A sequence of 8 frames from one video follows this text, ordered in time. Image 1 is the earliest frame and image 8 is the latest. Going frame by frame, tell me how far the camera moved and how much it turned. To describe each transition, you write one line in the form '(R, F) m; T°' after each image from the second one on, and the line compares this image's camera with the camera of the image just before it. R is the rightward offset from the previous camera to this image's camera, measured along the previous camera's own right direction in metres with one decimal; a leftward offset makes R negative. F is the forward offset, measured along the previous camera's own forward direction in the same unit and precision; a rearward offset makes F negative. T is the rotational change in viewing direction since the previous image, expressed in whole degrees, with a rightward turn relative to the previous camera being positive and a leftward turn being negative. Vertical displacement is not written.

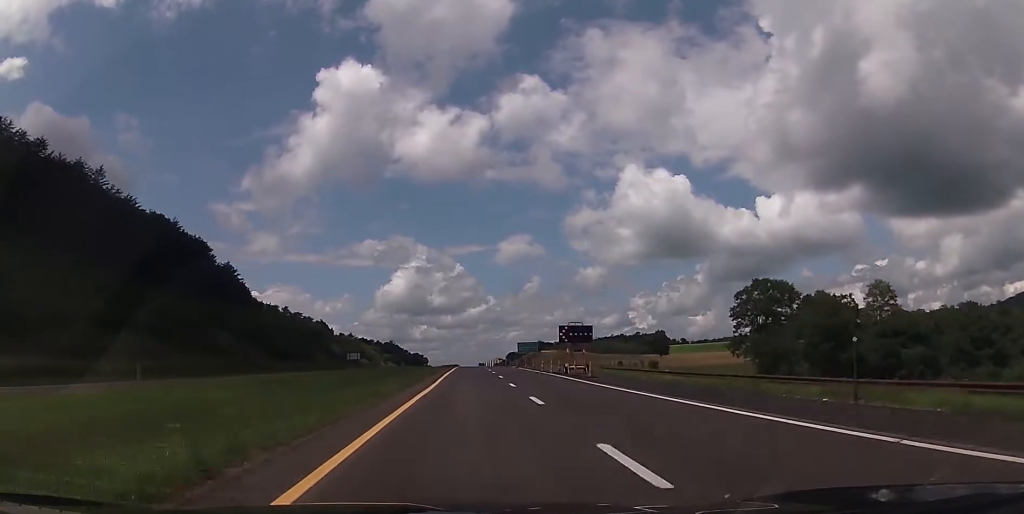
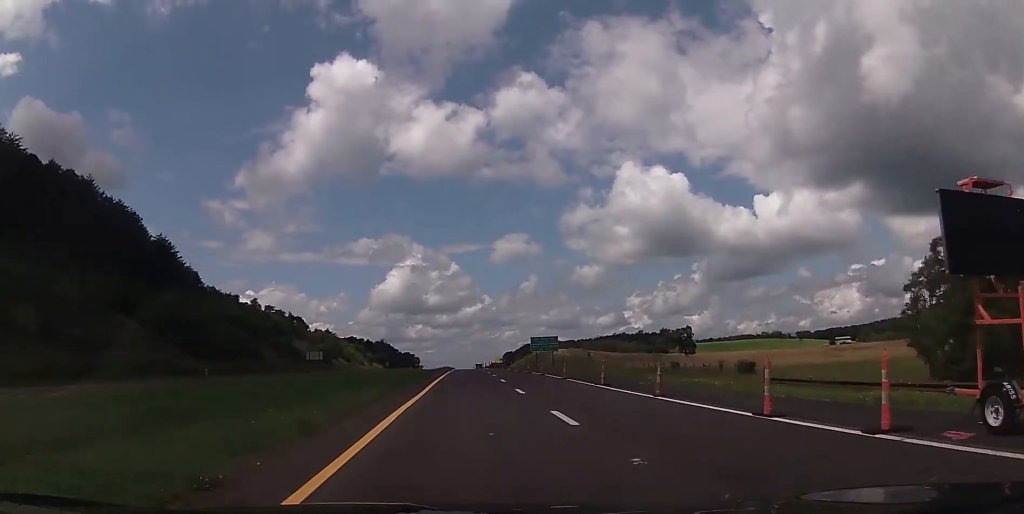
(+0.2, +41.2) m; 0°
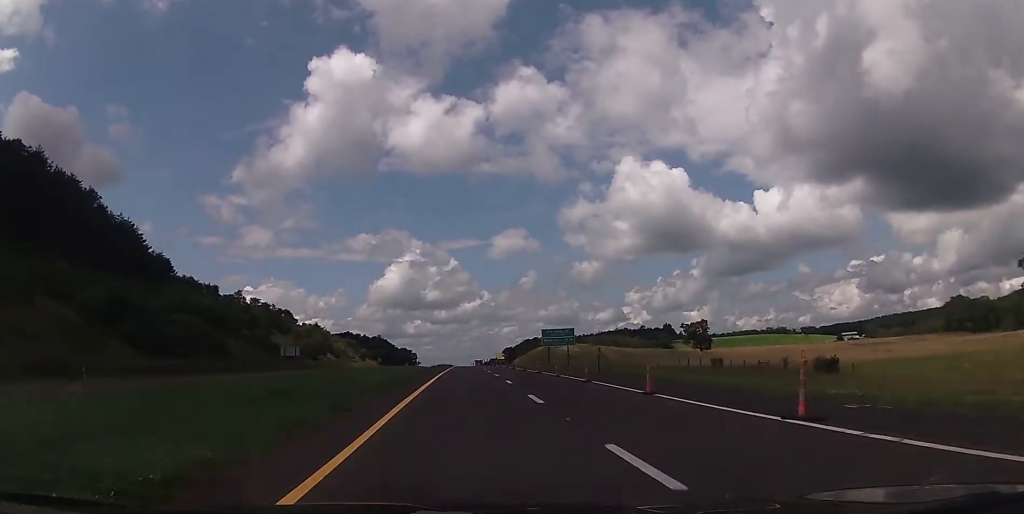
(0.0, +18.4) m; 0°
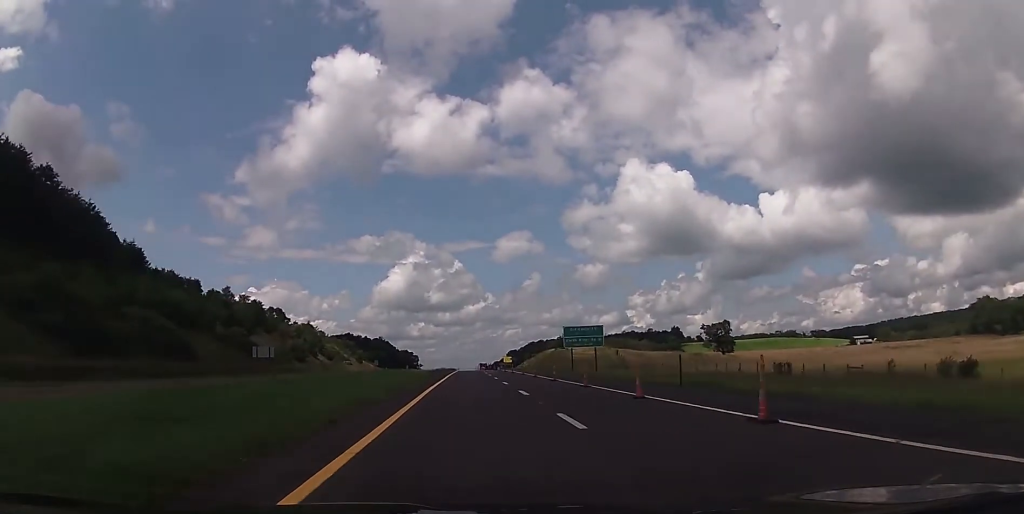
(-0.3, +18.1) m; 0°
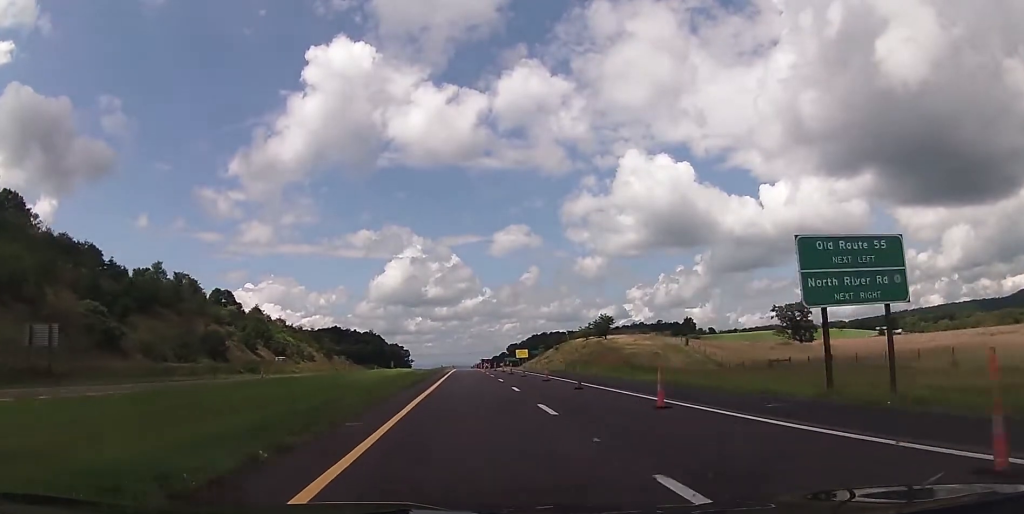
(+0.3, +56.3) m; -1°
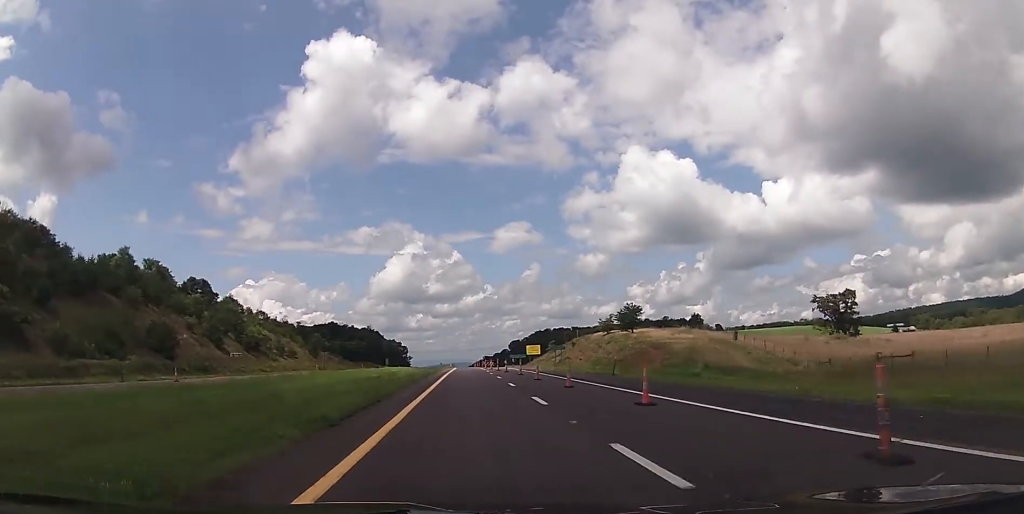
(0.0, +21.0) m; +1°
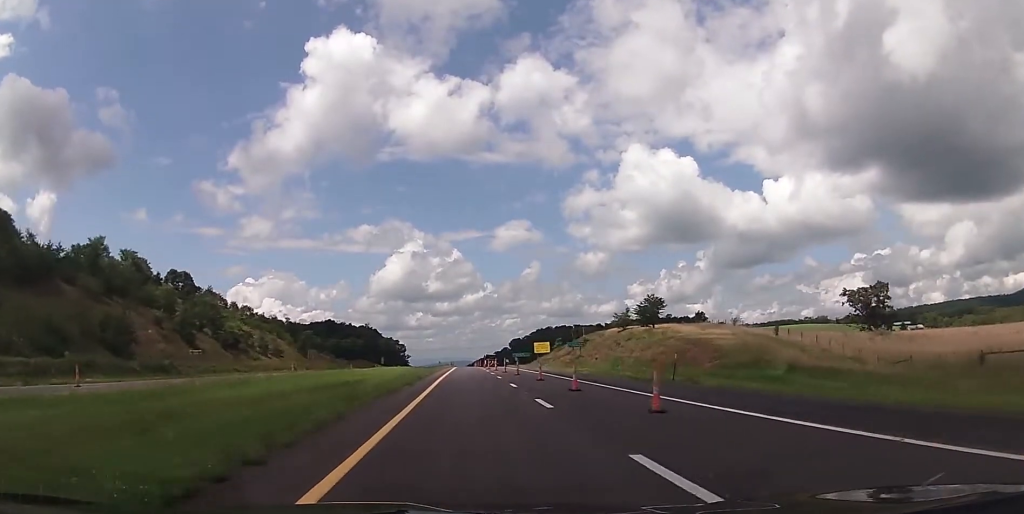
(+0.2, +13.0) m; 0°
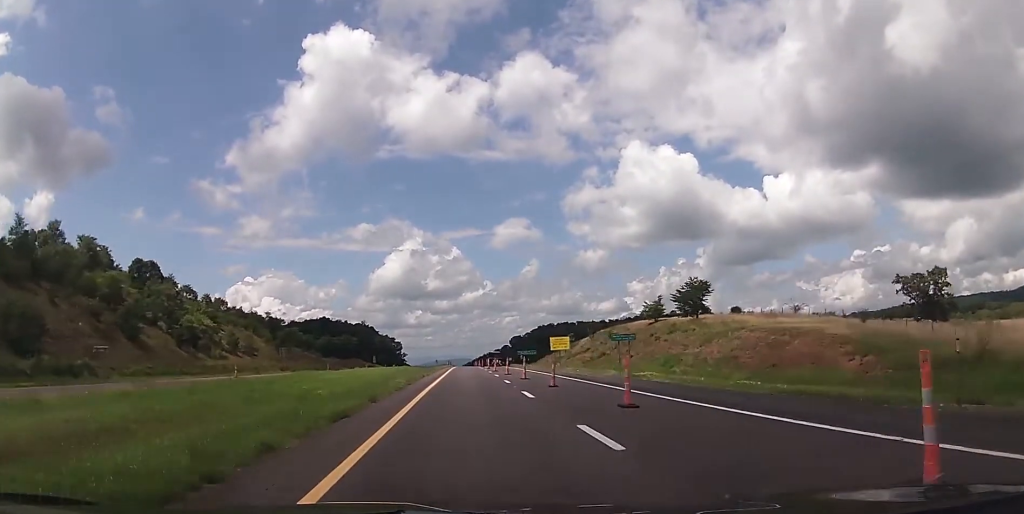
(+0.4, +19.9) m; 0°
